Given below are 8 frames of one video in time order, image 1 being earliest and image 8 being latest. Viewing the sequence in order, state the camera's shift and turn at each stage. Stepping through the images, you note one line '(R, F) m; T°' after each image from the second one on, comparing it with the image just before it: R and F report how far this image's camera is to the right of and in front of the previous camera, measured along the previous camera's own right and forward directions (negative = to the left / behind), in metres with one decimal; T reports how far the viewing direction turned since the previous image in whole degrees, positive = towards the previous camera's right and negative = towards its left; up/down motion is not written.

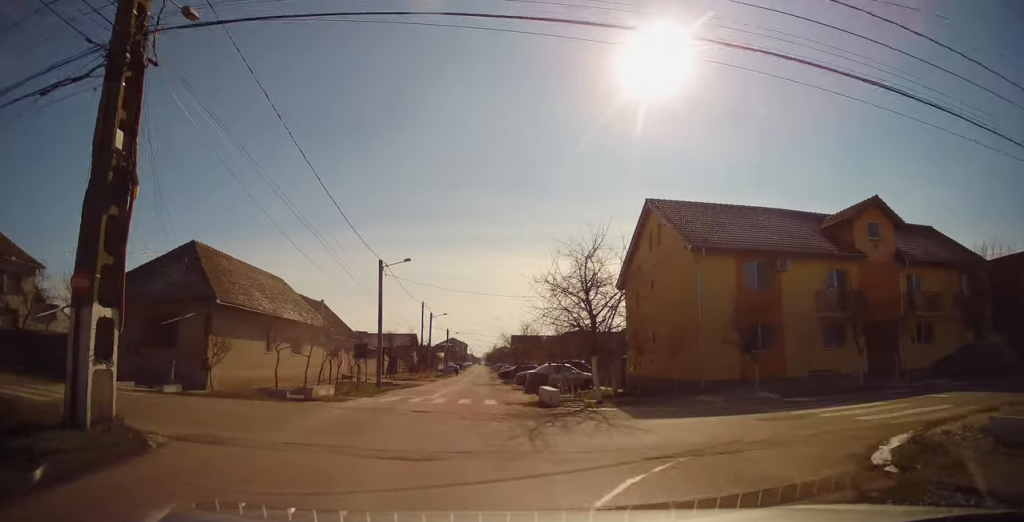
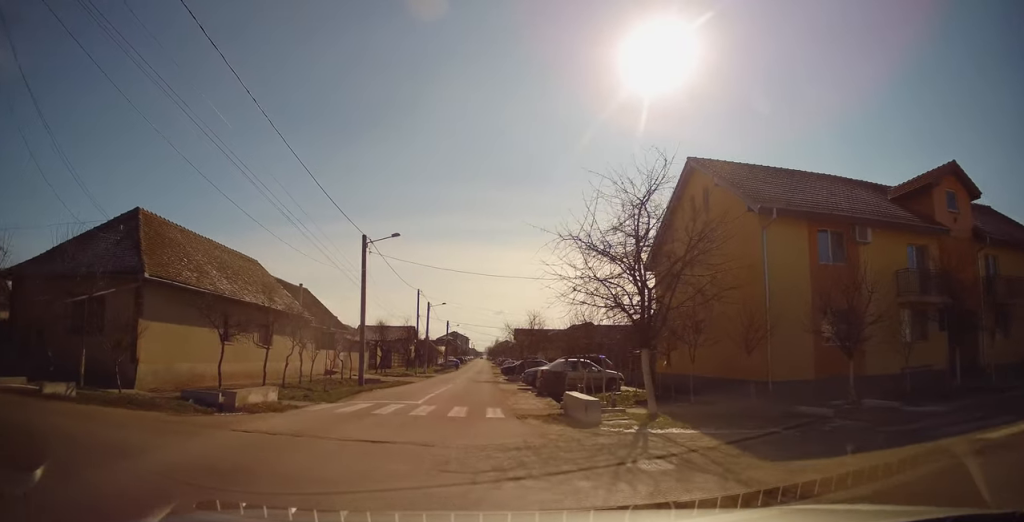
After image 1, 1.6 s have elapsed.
(-0.2, +6.7) m; -1°
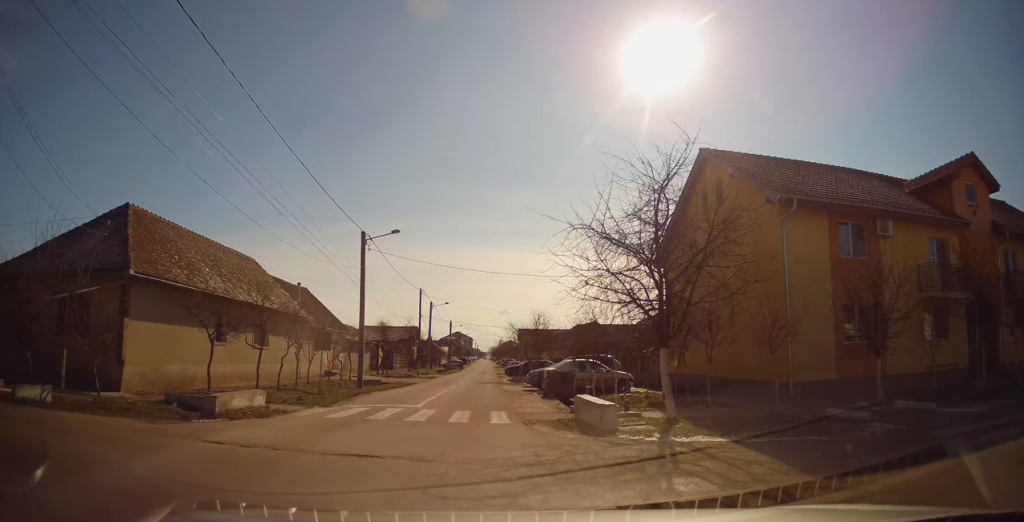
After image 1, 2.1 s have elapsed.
(0.0, +1.6) m; +2°
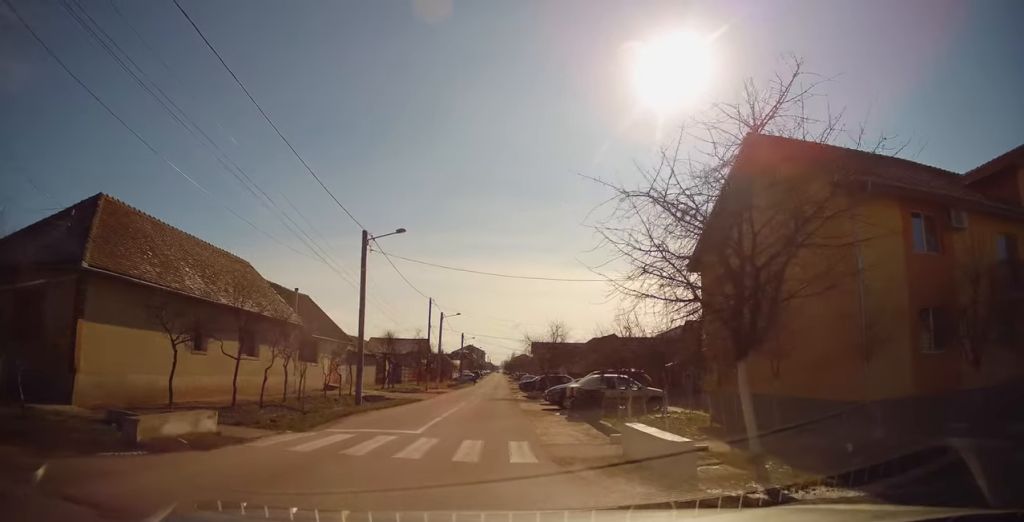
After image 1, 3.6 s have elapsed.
(0.0, +3.8) m; -1°
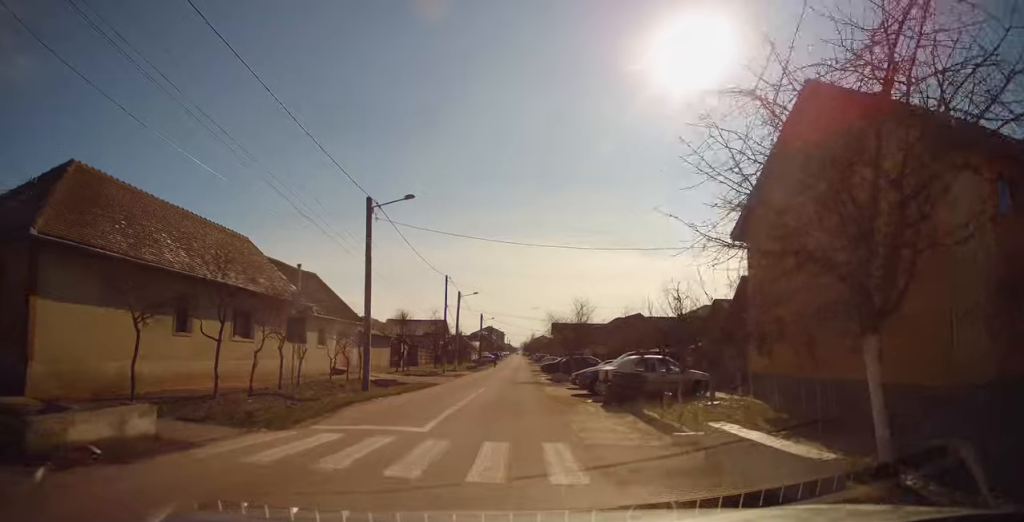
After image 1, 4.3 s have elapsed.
(0.0, +2.4) m; -3°
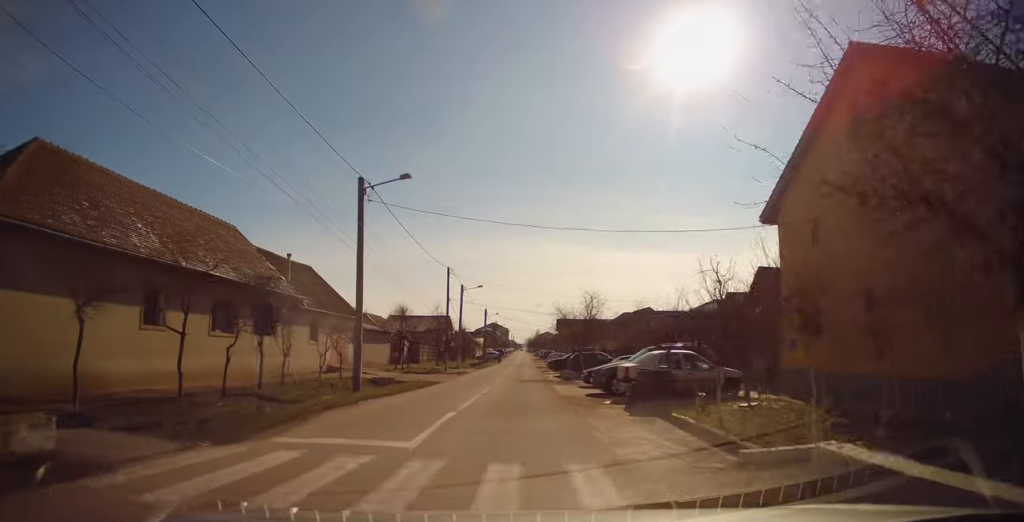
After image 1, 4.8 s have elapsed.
(-0.1, +2.1) m; 0°
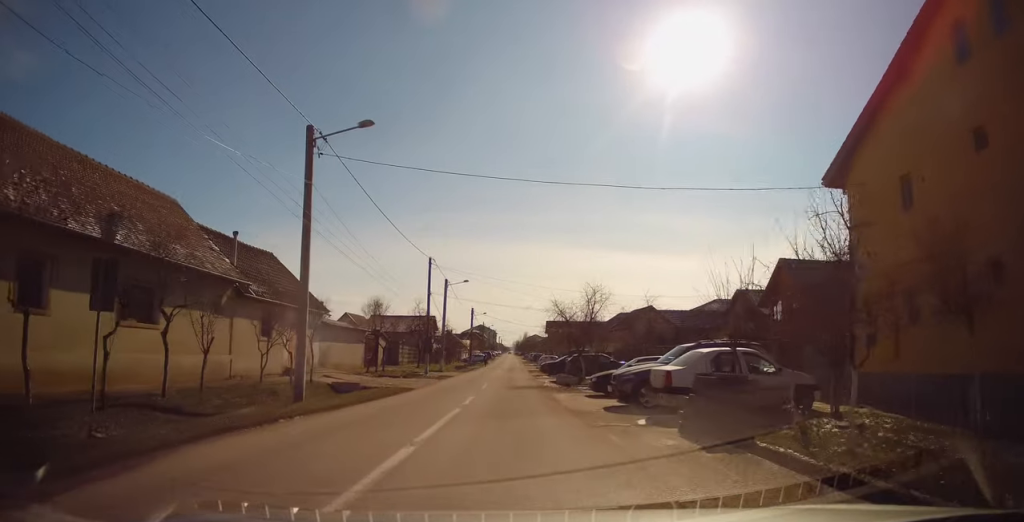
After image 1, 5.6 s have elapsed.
(0.0, +4.2) m; +1°
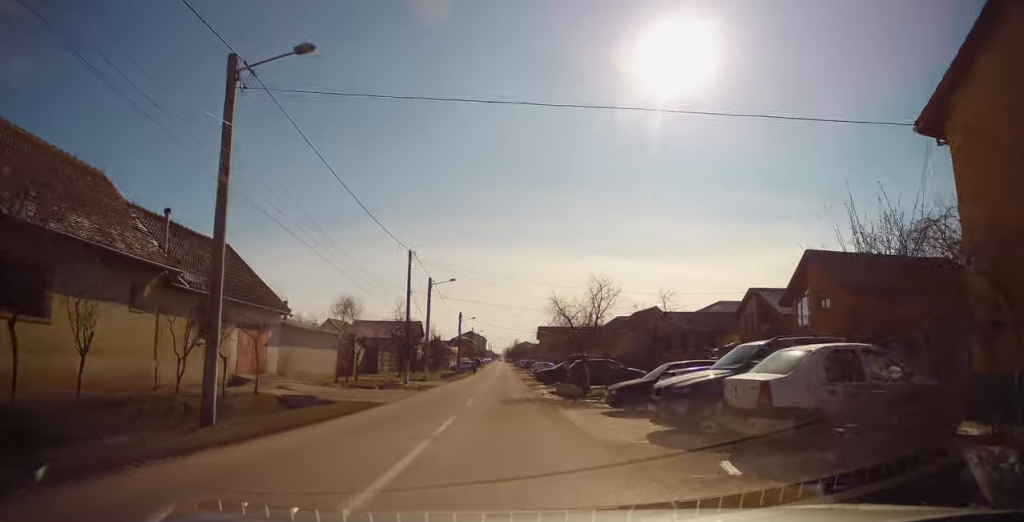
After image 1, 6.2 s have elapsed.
(+0.1, +3.9) m; +2°
